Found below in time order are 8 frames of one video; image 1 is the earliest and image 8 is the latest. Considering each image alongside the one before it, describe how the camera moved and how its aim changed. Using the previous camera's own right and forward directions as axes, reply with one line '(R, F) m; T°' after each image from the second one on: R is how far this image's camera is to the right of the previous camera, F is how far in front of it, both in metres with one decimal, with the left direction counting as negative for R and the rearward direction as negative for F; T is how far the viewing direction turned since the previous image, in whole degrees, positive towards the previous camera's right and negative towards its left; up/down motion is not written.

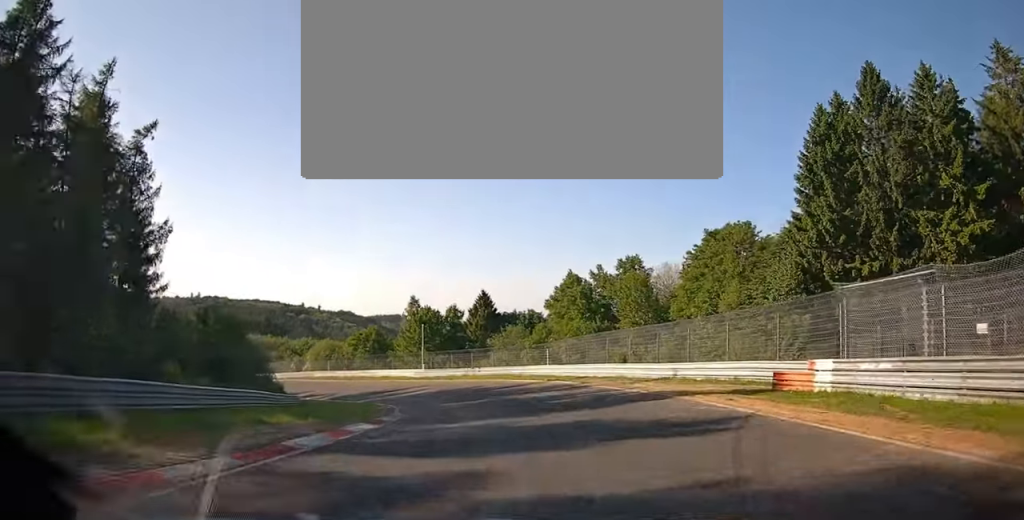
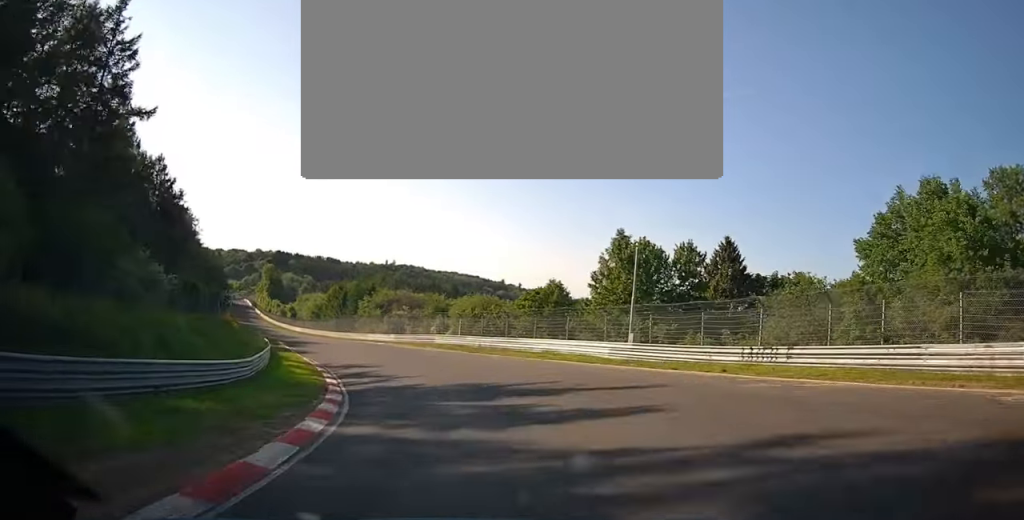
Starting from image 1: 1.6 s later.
(+0.1, +45.2) m; -11°
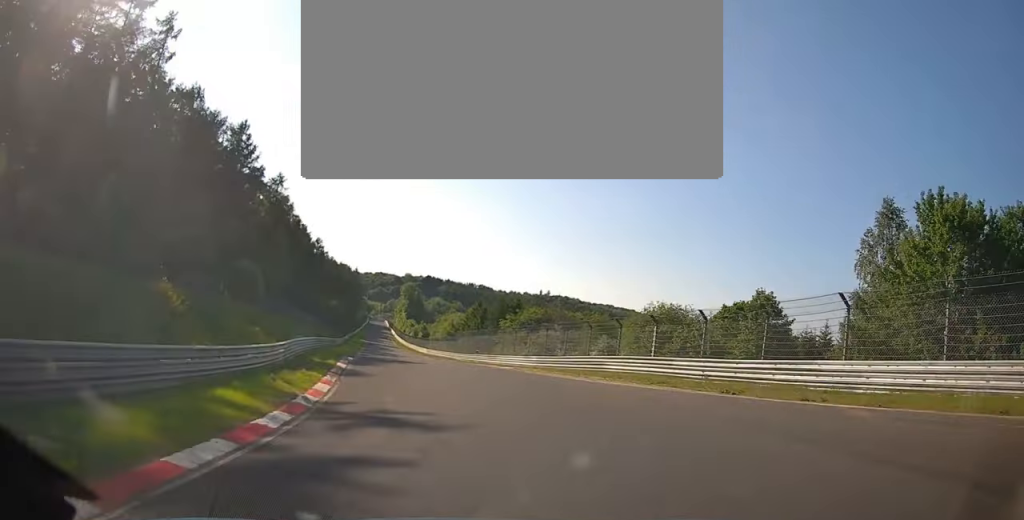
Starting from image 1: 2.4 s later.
(-2.9, +27.1) m; -15°
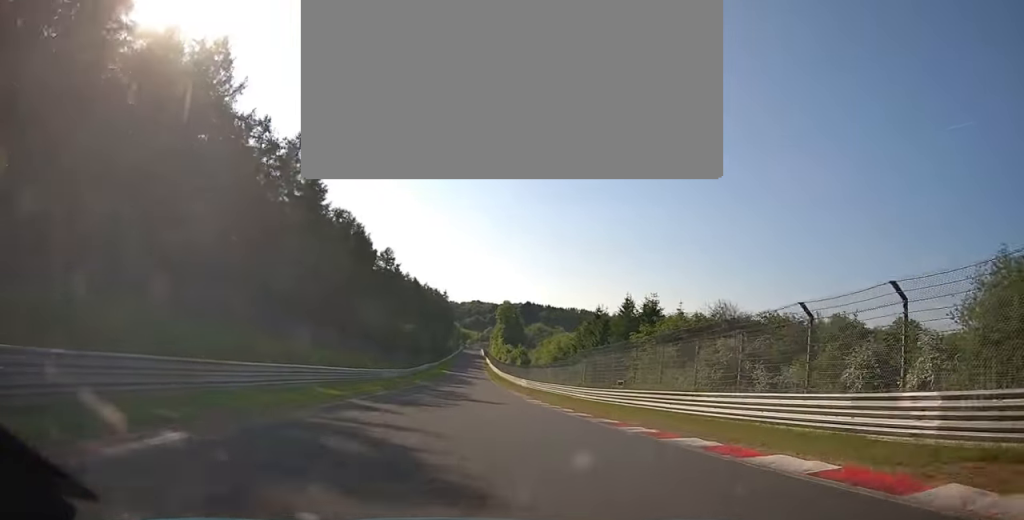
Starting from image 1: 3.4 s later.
(-5.1, +34.7) m; -10°
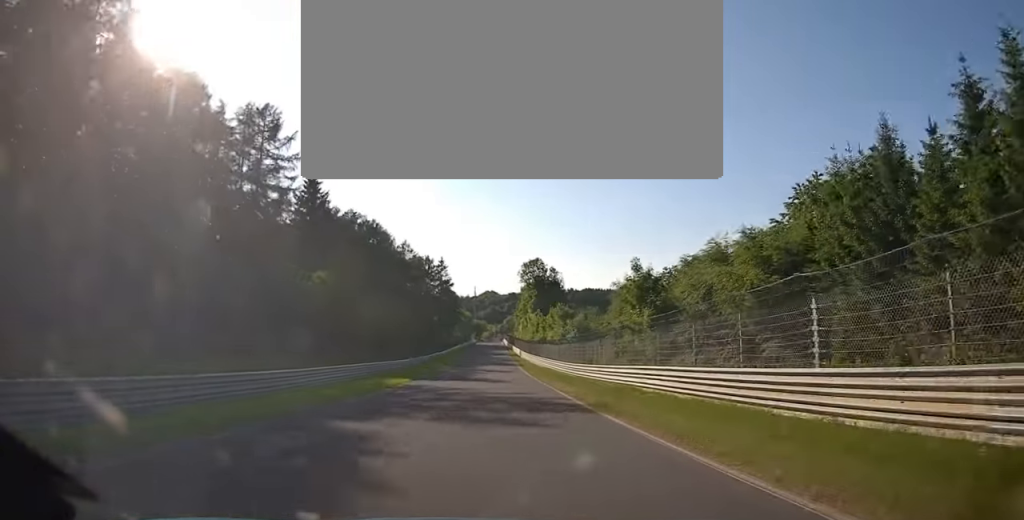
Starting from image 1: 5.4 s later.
(-0.9, +82.2) m; -1°
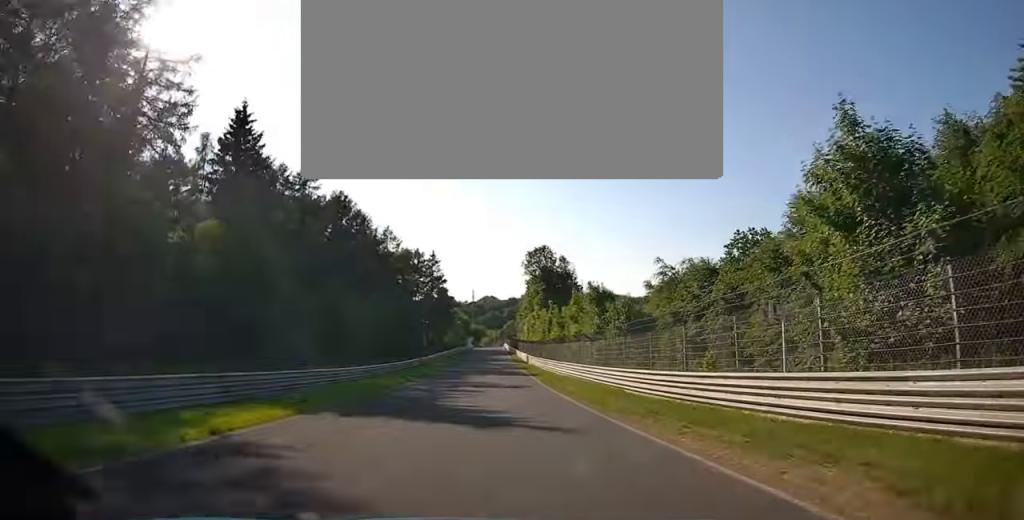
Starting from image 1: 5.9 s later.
(-0.4, +22.3) m; 0°
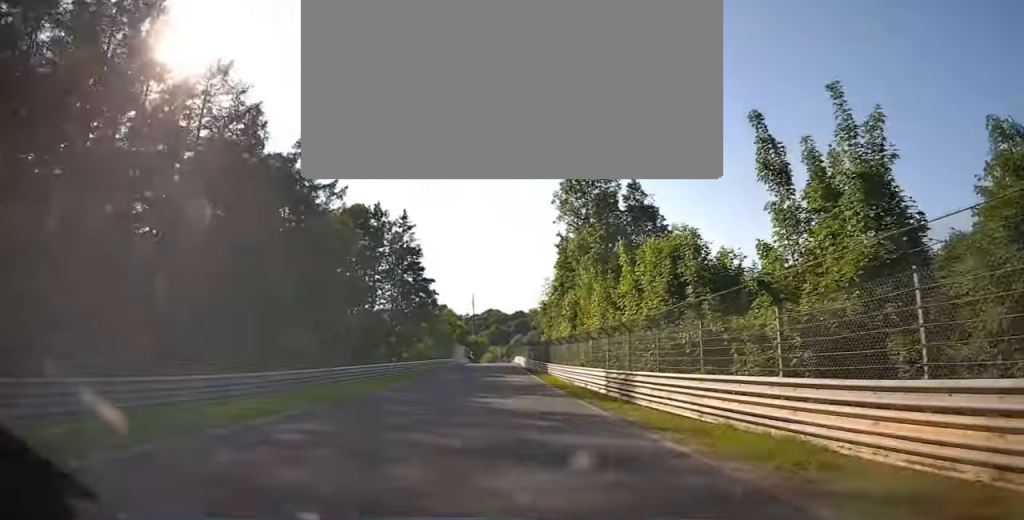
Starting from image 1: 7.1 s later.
(0.0, +54.5) m; 0°
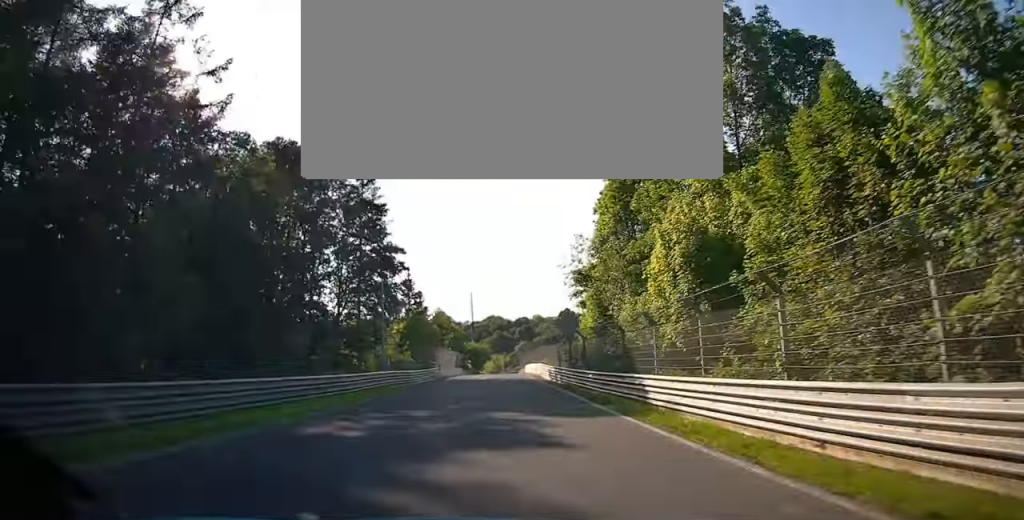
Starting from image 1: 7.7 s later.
(0.0, +29.2) m; 0°
